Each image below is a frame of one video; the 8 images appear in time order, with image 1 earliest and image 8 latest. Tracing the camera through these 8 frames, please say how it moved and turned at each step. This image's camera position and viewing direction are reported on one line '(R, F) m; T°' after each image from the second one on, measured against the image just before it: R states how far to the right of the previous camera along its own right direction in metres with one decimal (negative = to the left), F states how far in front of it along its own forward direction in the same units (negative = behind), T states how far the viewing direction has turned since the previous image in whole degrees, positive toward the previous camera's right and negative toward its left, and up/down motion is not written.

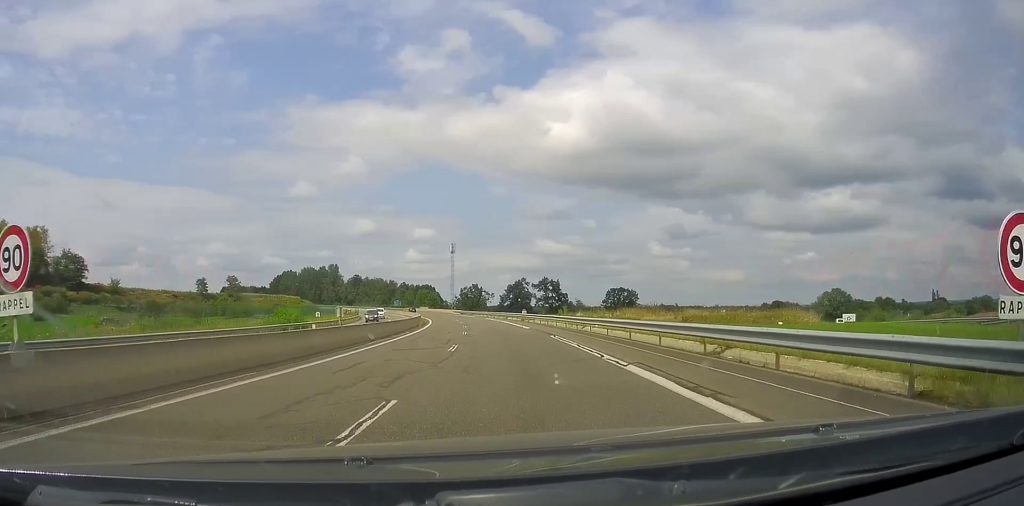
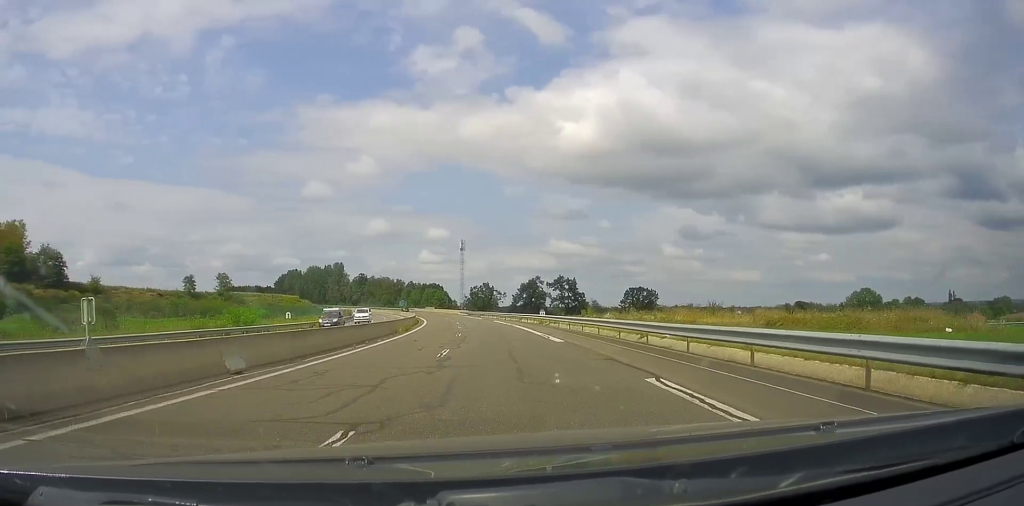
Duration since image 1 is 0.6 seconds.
(-0.2, +12.5) m; -2°
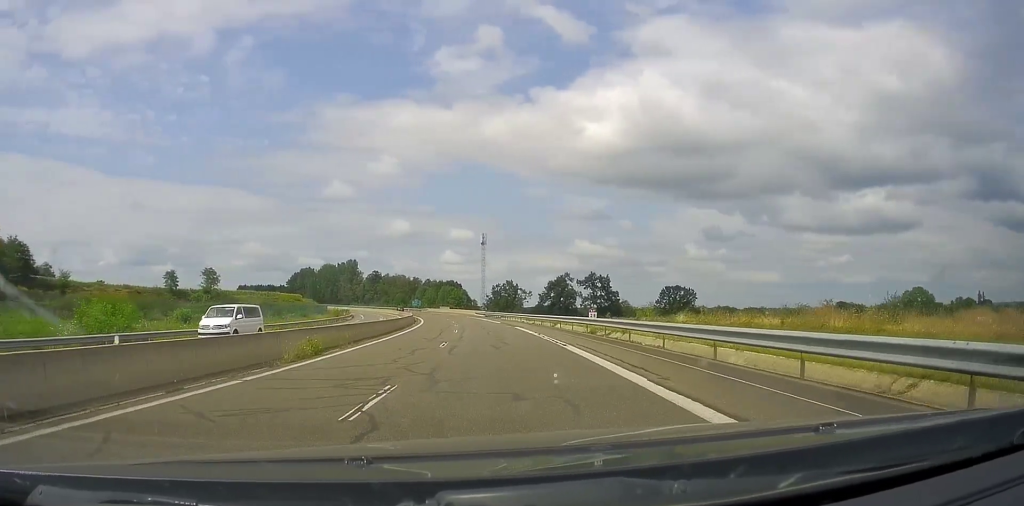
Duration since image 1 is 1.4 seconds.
(-0.5, +18.5) m; -4°
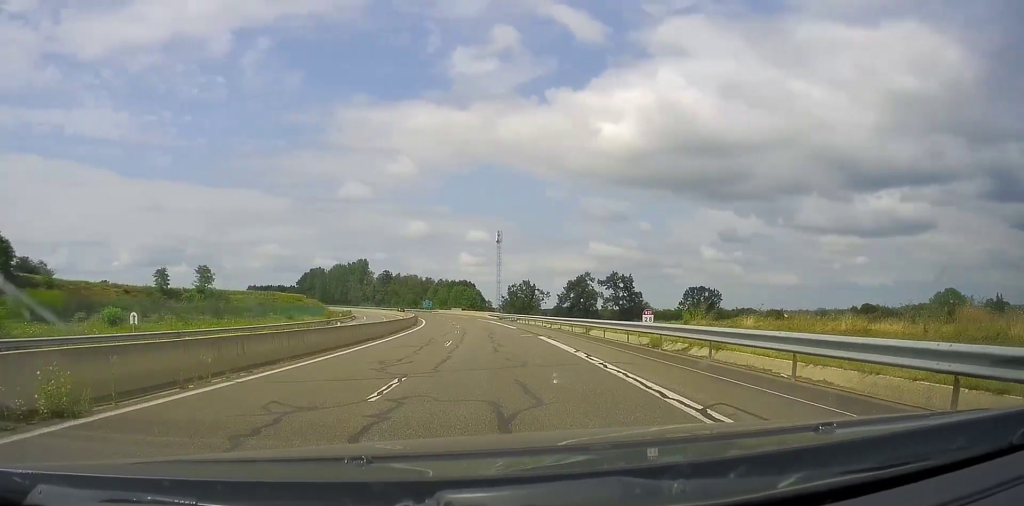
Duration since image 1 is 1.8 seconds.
(-0.4, +10.4) m; -1°
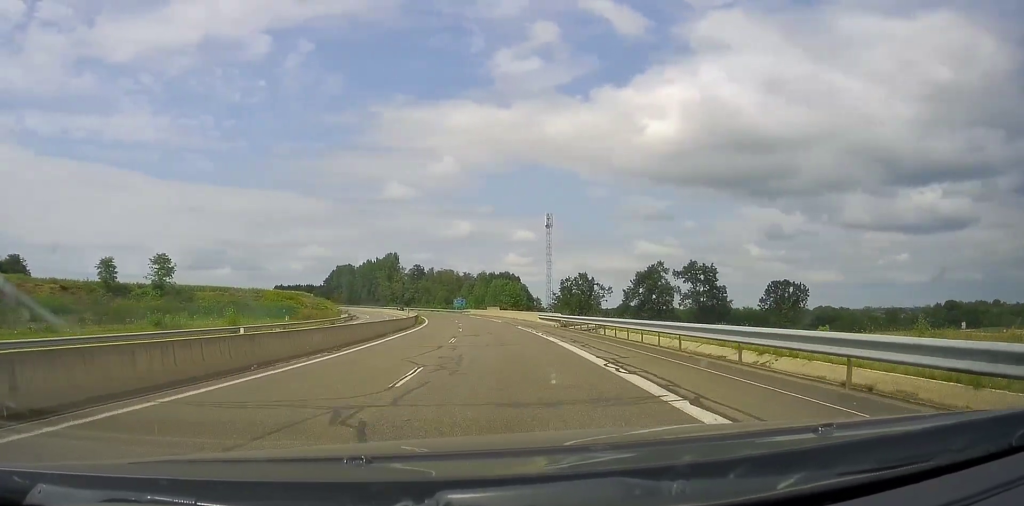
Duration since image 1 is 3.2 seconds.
(-1.1, +34.2) m; -5°
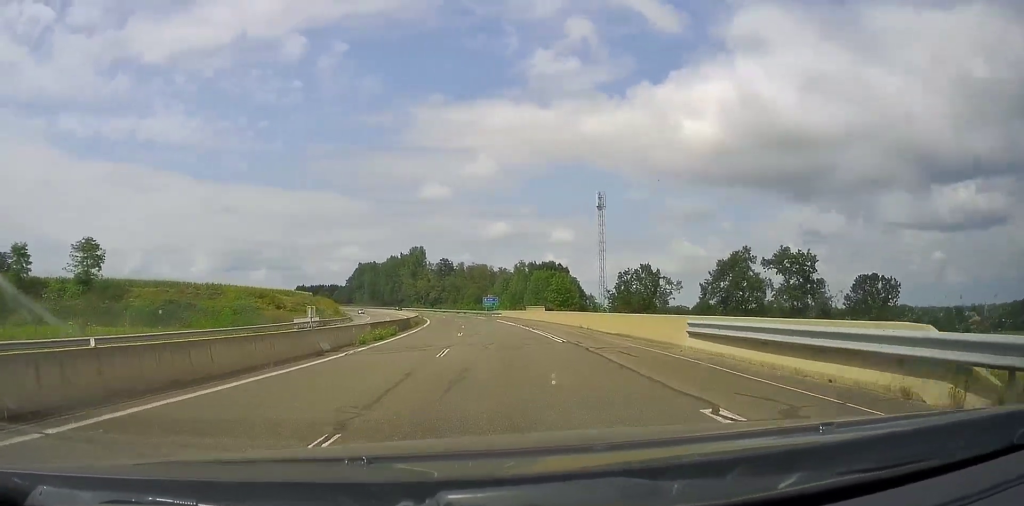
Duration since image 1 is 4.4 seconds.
(-1.5, +31.2) m; -6°
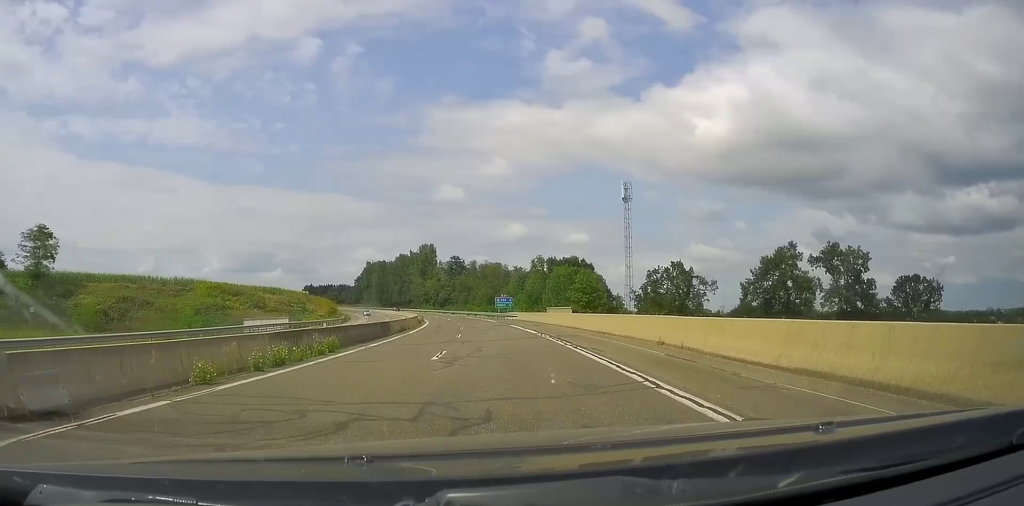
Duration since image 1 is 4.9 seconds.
(-0.5, +13.2) m; -2°
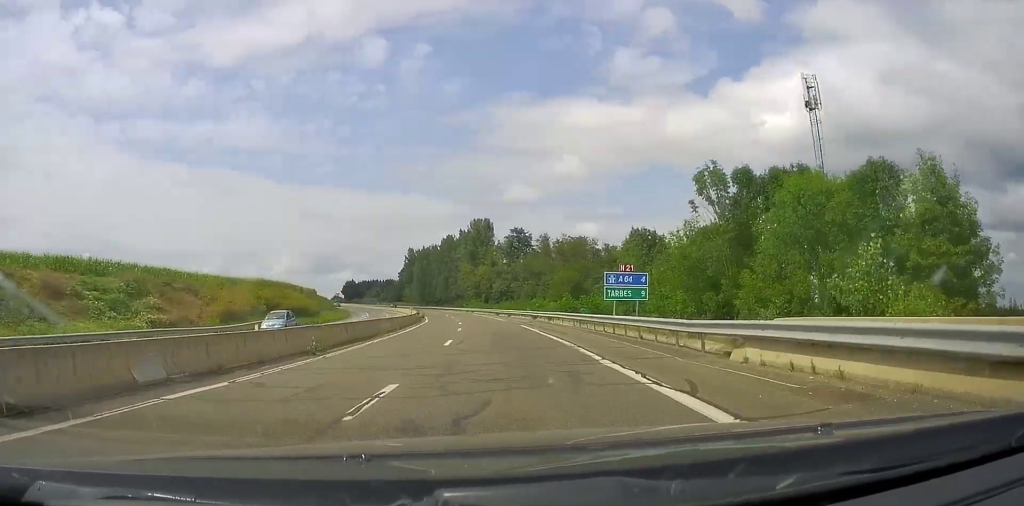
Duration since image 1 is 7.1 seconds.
(-4.3, +58.0) m; -8°
